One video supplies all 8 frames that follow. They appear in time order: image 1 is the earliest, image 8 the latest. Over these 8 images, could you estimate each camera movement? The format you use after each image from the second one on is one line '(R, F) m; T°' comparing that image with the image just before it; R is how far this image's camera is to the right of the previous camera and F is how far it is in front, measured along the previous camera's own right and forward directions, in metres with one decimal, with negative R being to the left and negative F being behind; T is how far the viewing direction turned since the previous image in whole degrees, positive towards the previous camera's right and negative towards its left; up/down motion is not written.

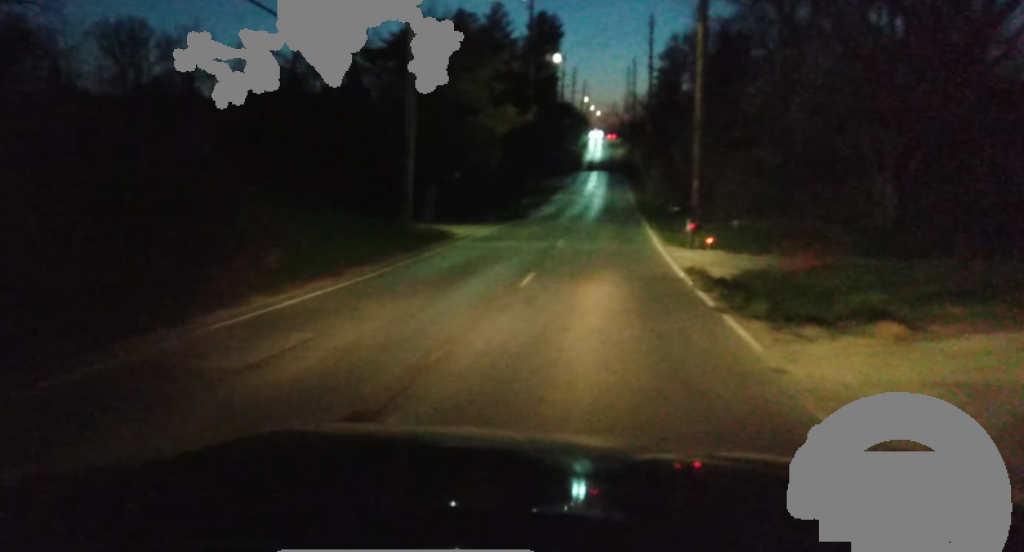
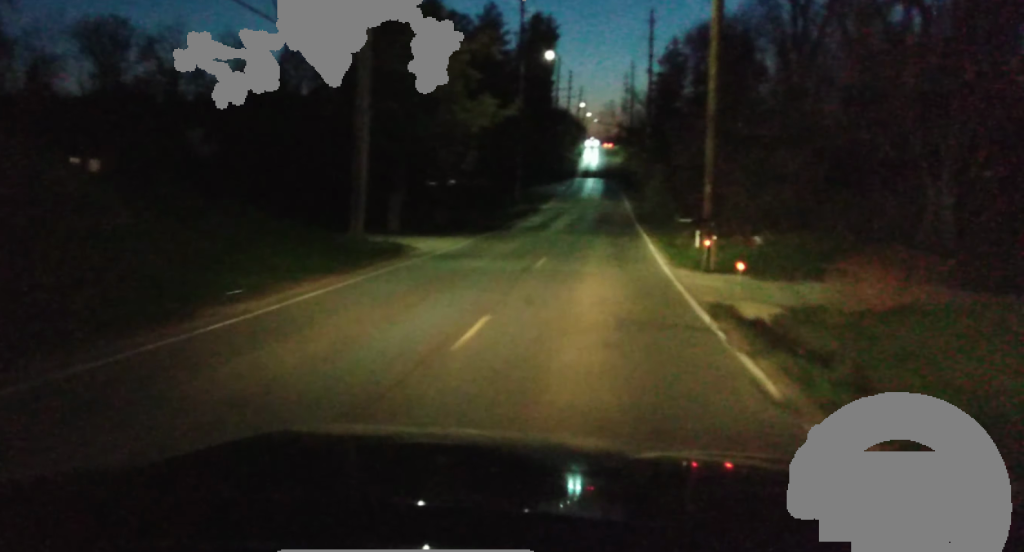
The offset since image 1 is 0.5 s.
(-0.1, +6.7) m; +1°
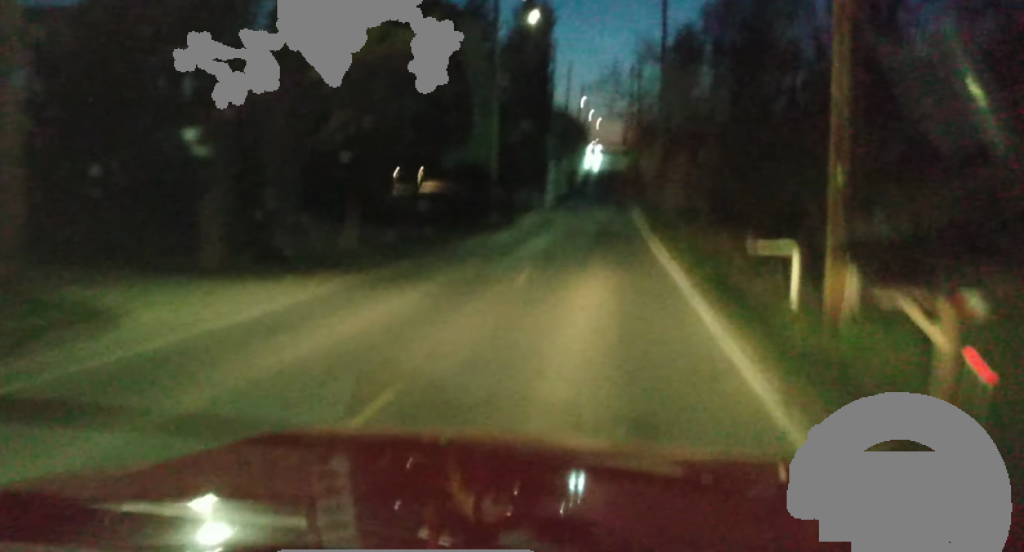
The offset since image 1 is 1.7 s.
(0.0, +16.7) m; -5°
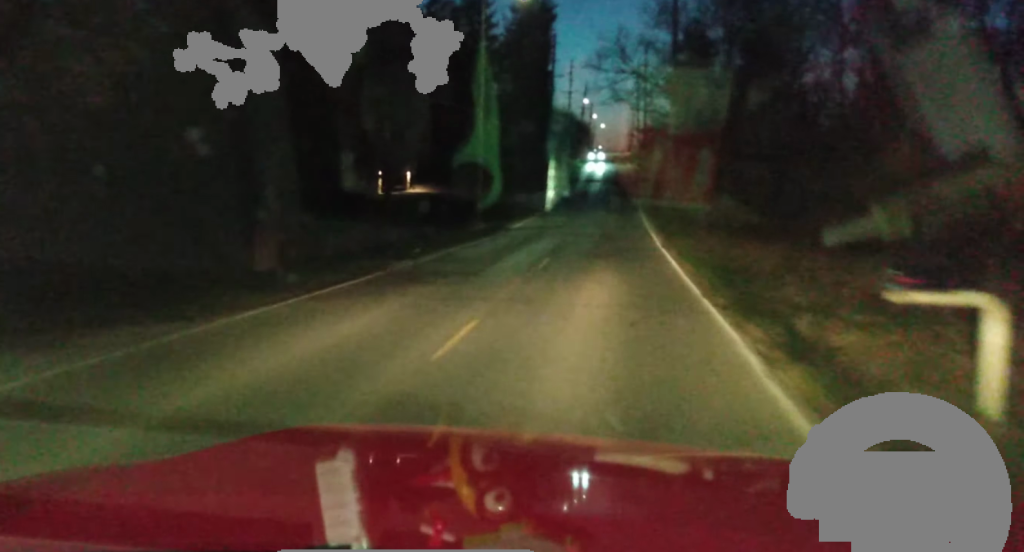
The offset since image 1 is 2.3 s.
(-0.9, +8.2) m; -1°
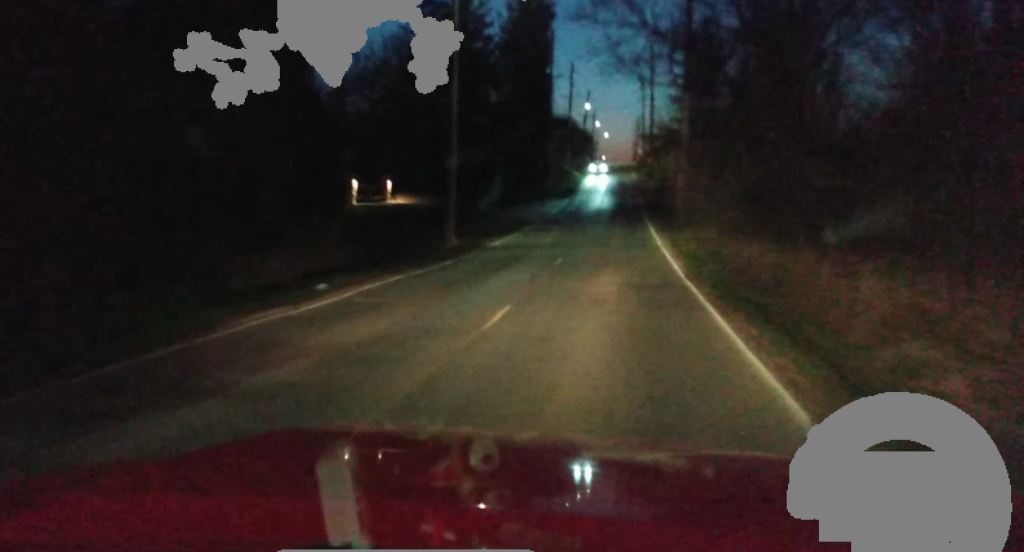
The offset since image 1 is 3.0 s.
(+0.2, +9.3) m; +2°
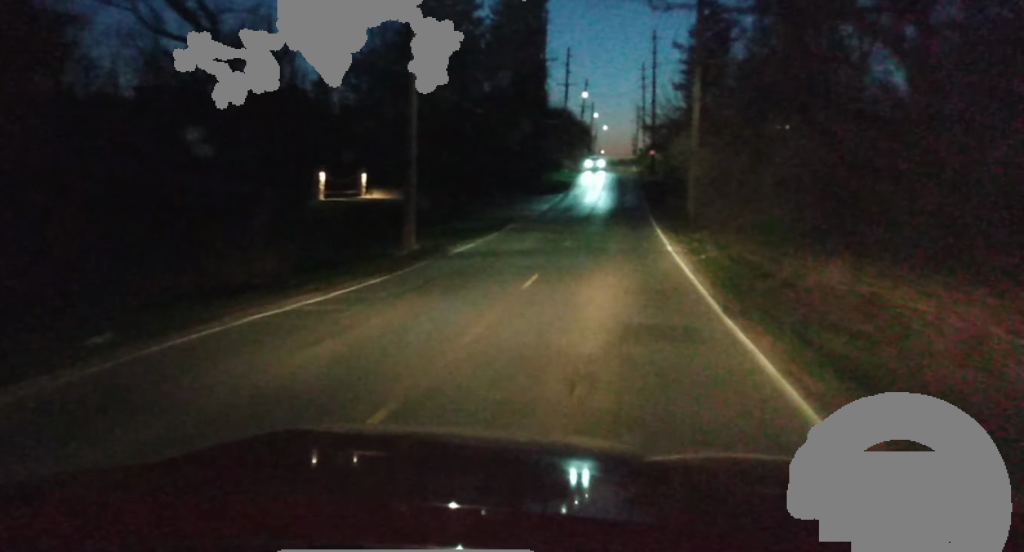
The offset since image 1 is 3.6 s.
(+0.4, +8.0) m; +3°
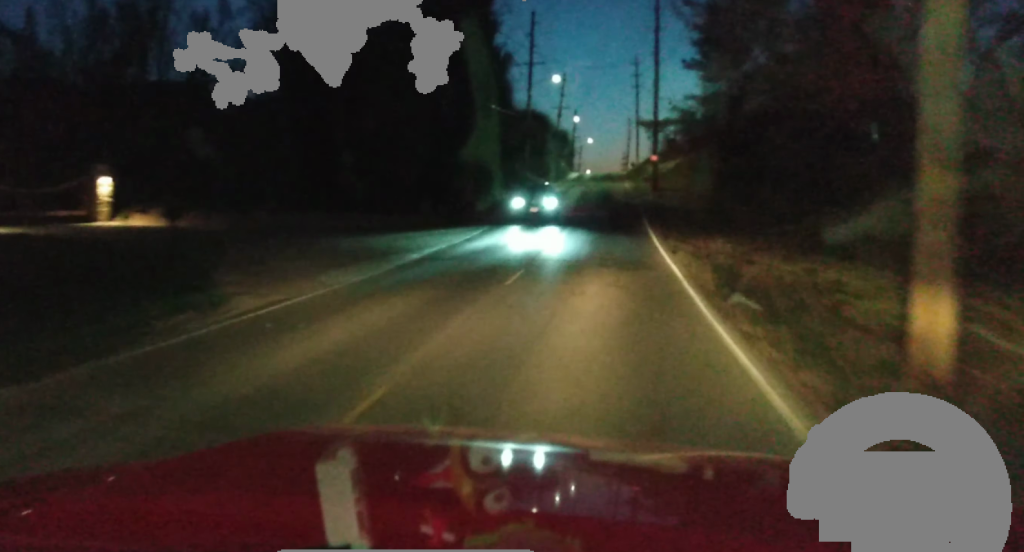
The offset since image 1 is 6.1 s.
(-0.3, +36.8) m; -2°
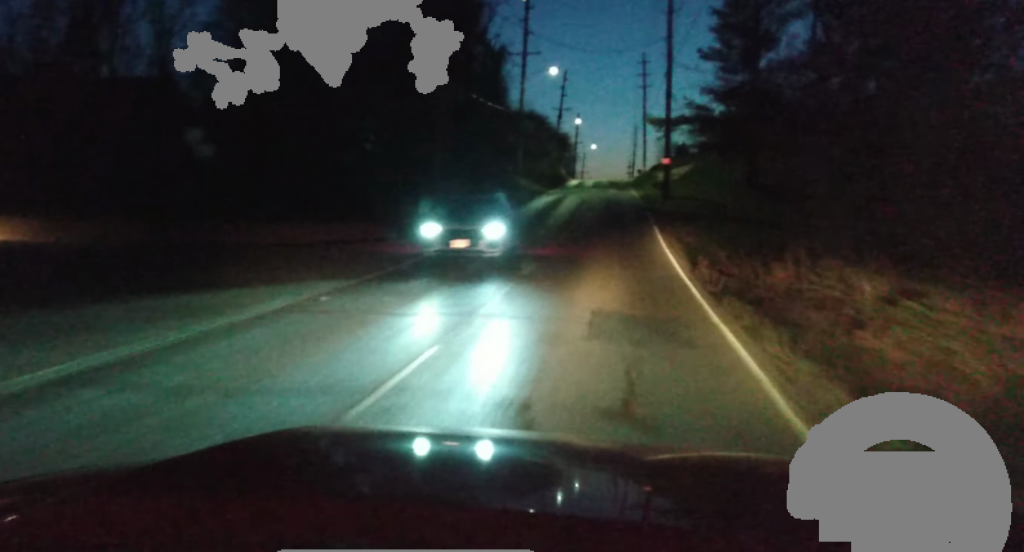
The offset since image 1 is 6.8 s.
(-0.1, +10.3) m; 0°
